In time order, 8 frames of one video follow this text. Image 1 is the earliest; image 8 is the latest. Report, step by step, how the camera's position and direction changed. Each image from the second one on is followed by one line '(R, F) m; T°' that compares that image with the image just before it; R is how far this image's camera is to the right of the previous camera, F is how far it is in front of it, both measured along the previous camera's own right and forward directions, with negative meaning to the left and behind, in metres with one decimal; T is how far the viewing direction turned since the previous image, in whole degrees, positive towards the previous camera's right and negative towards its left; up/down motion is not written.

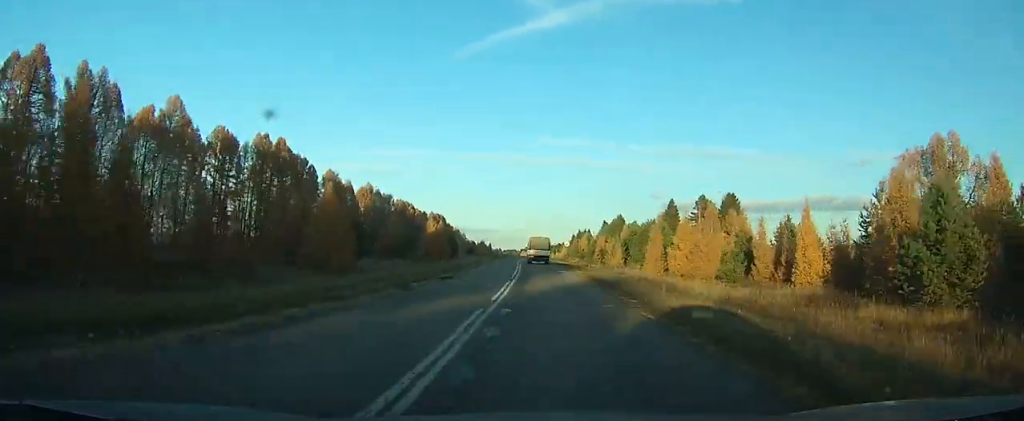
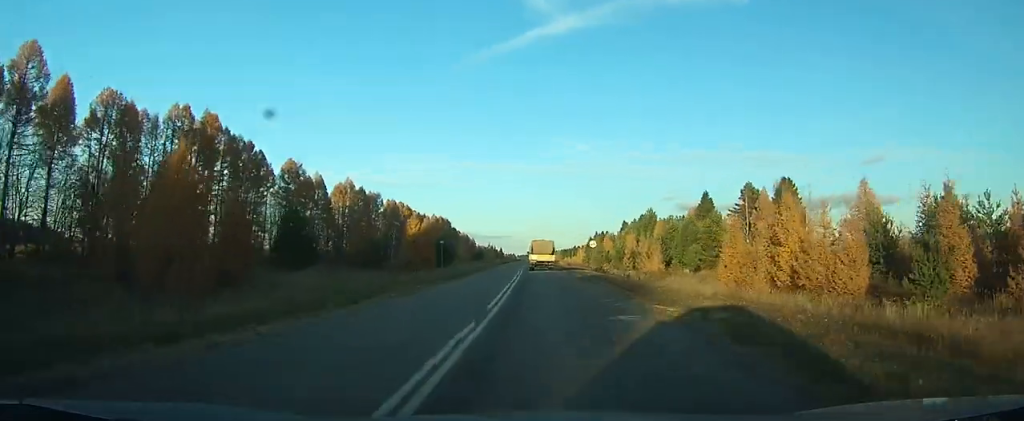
(-0.2, +25.1) m; -1°
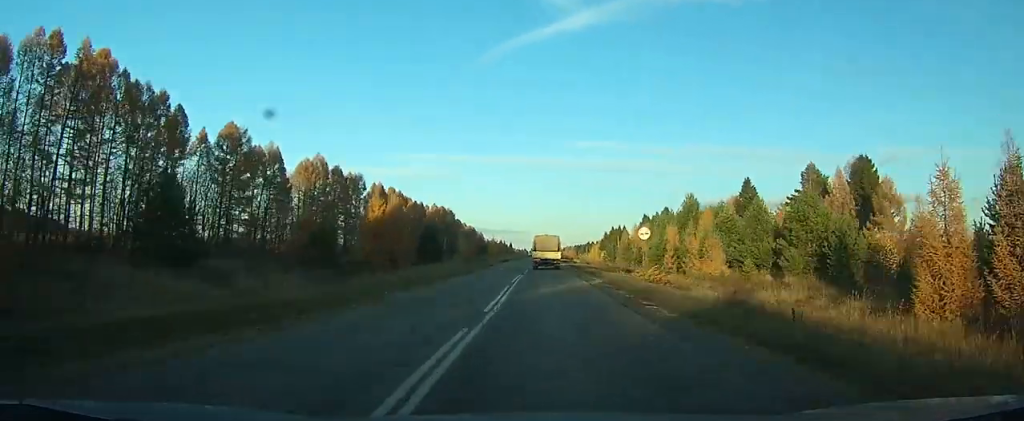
(-0.1, +23.7) m; -1°
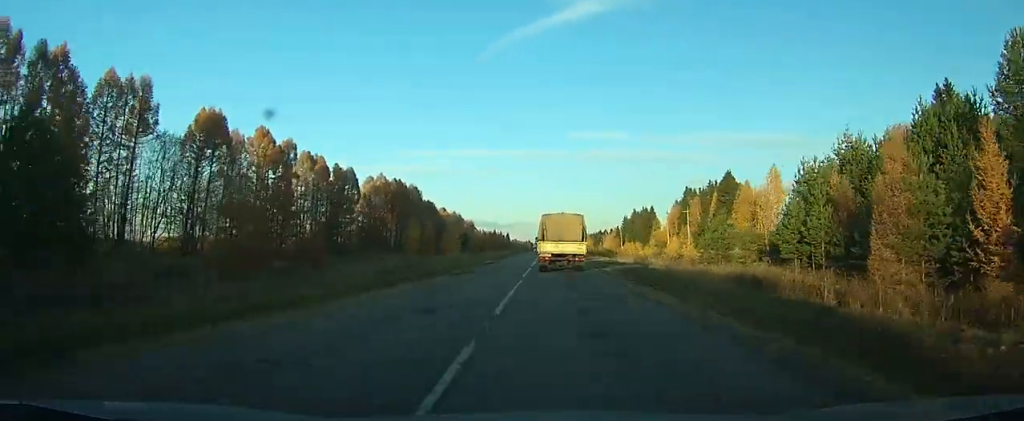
(-1.3, +74.9) m; -1°
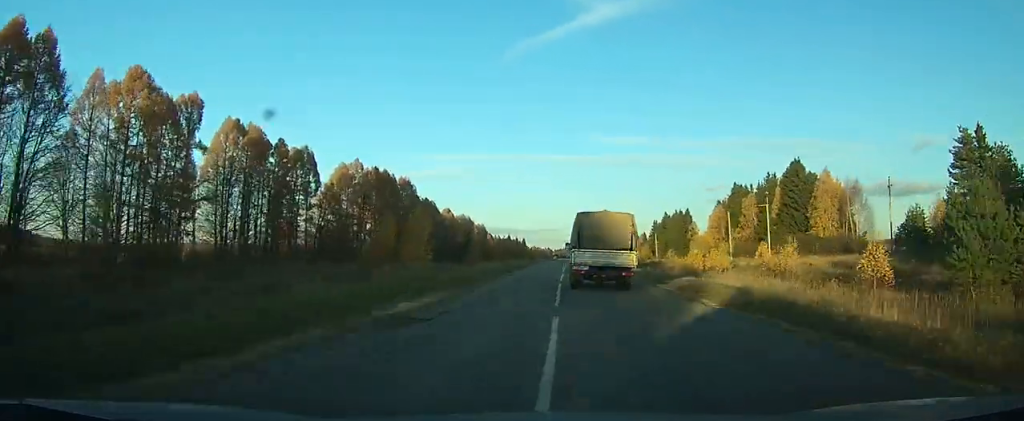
(-0.1, +32.7) m; 0°
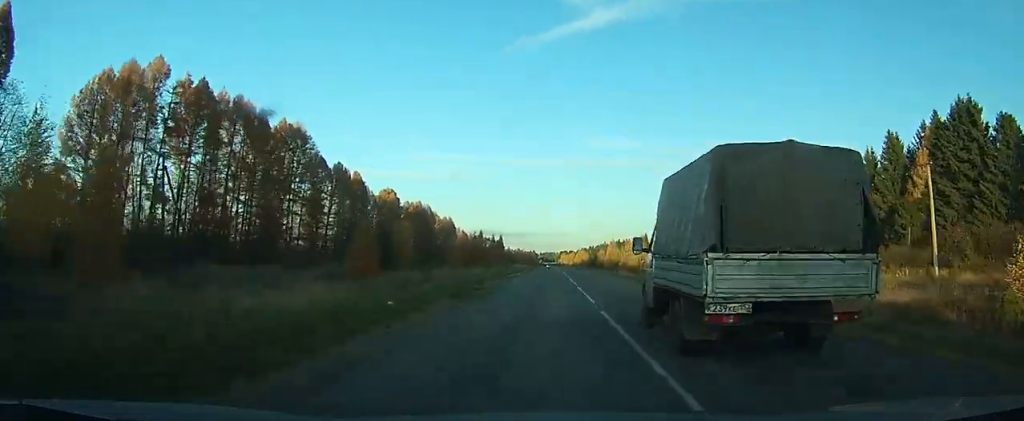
(+0.1, +57.0) m; 0°
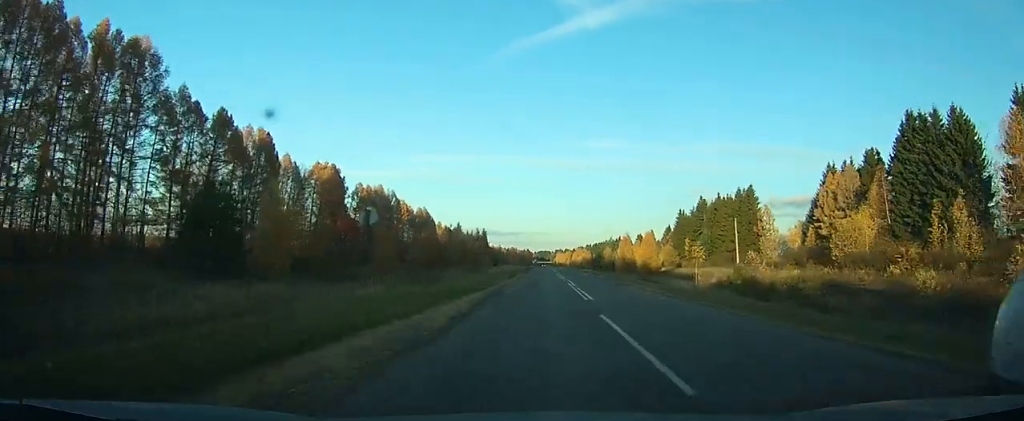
(+0.1, +33.5) m; +1°
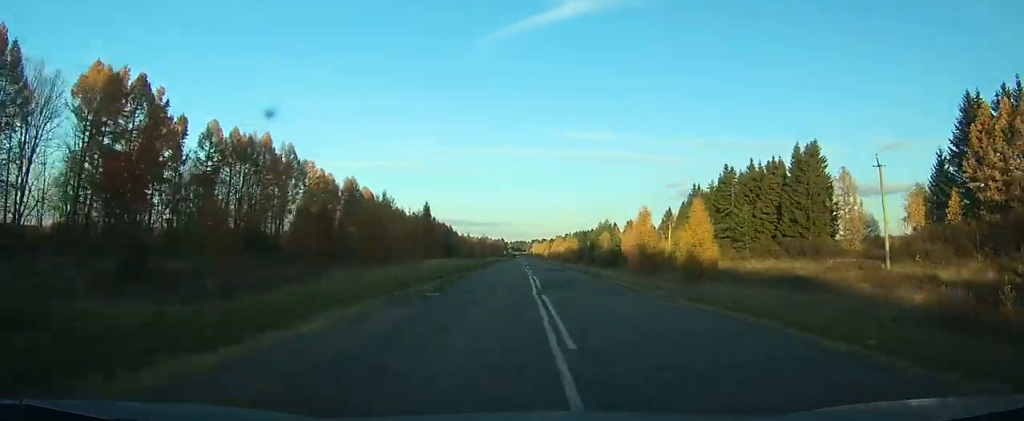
(+0.4, +46.3) m; +1°
